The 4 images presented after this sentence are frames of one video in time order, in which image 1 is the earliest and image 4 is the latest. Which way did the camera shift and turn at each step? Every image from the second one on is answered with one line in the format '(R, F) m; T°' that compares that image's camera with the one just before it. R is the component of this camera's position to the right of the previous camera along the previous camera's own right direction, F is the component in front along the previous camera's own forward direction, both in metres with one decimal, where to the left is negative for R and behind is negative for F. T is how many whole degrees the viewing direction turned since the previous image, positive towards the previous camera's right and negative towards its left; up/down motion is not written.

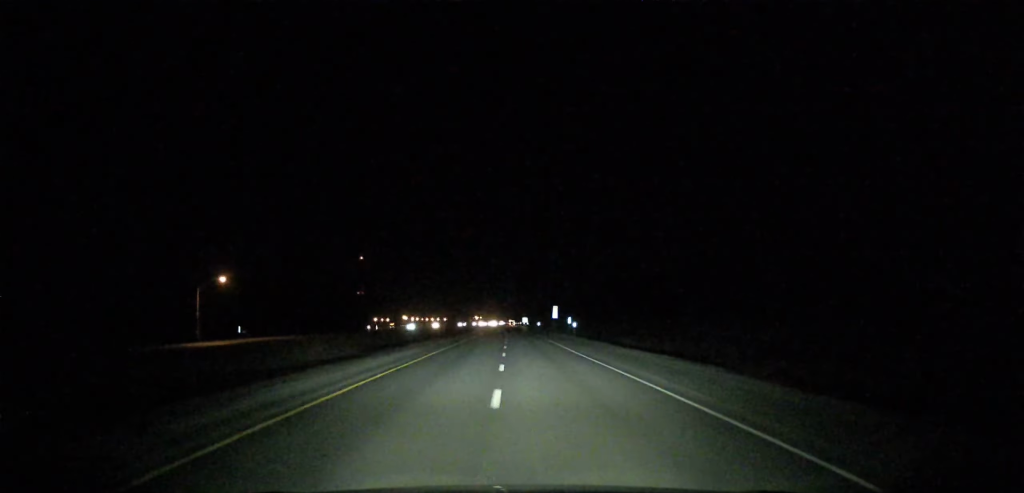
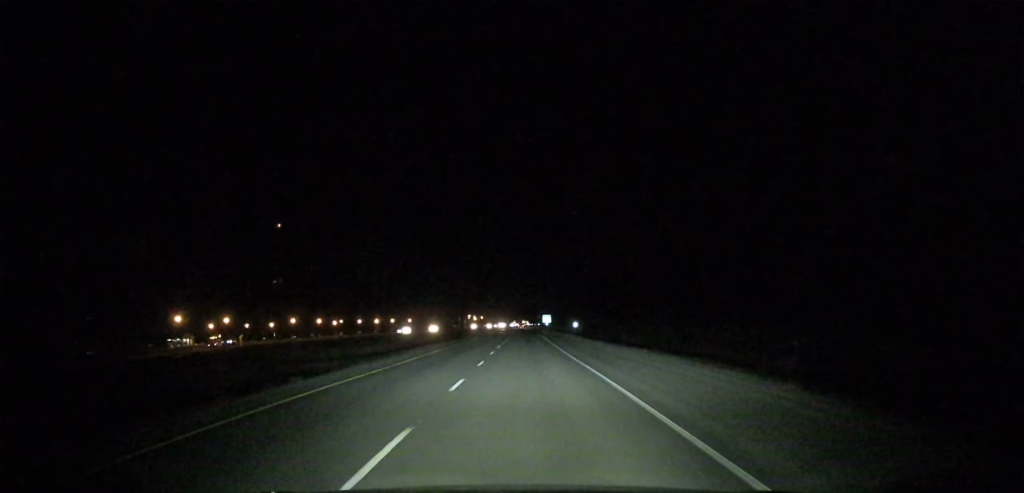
(-1.3, +277.7) m; 0°
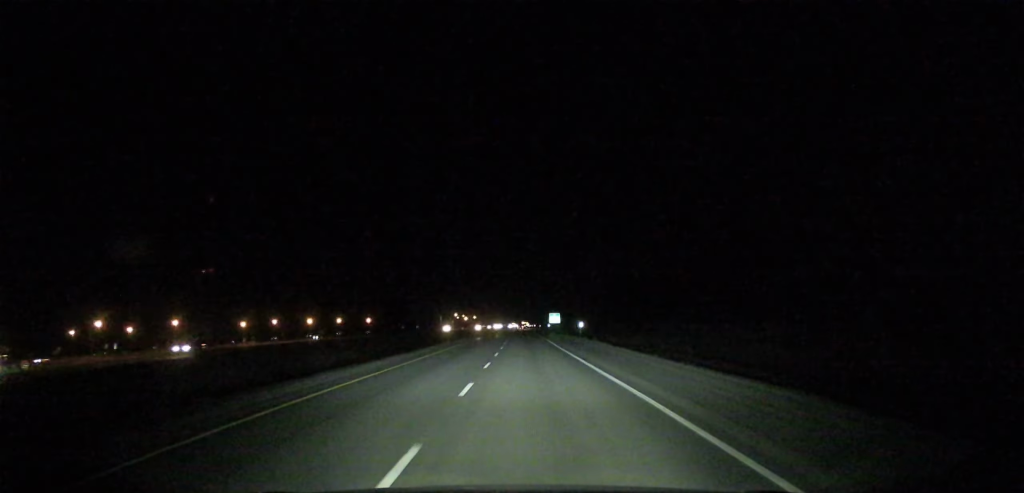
(-0.1, +103.8) m; 0°
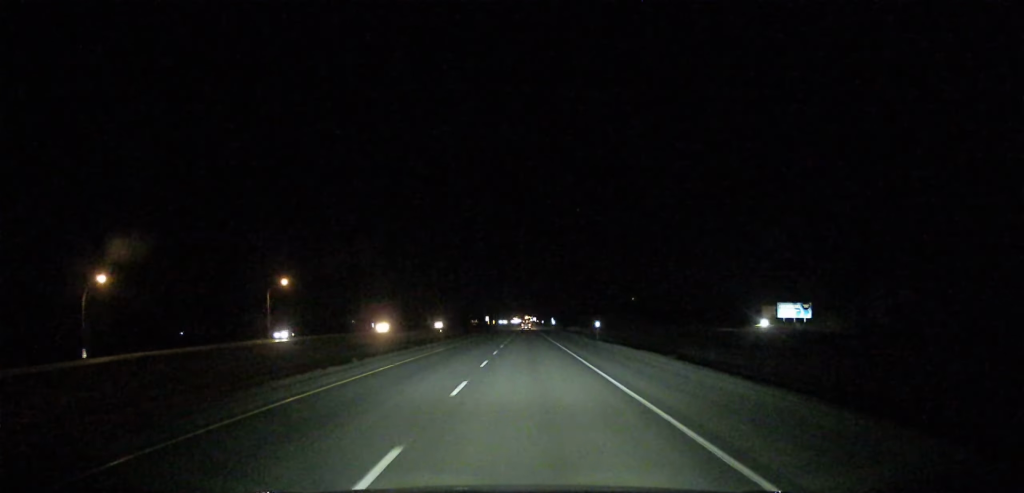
(+0.2, +502.4) m; 0°
